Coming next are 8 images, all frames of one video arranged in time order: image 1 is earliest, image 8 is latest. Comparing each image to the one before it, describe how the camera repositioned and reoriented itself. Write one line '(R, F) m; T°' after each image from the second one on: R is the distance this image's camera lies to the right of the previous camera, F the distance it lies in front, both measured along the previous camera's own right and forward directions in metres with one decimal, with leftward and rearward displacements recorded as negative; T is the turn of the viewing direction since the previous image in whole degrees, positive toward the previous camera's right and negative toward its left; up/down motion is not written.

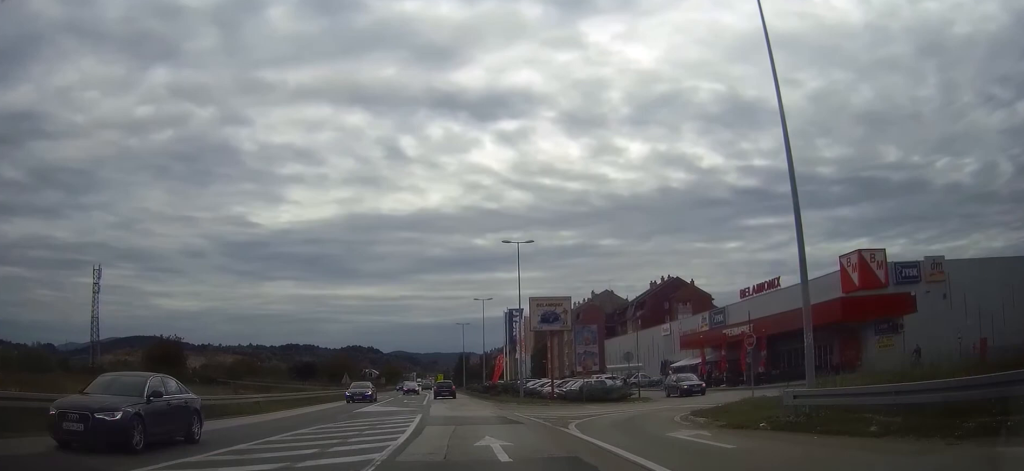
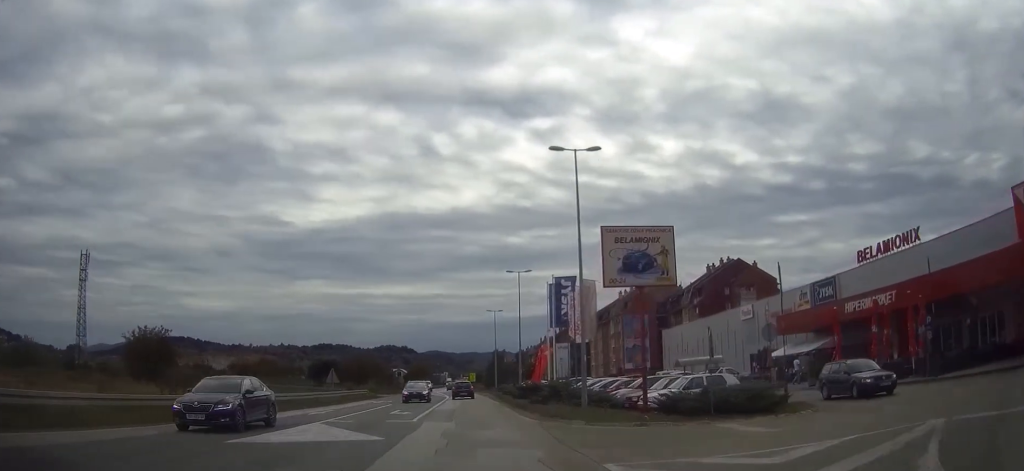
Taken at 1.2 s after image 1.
(-0.4, +18.3) m; -3°
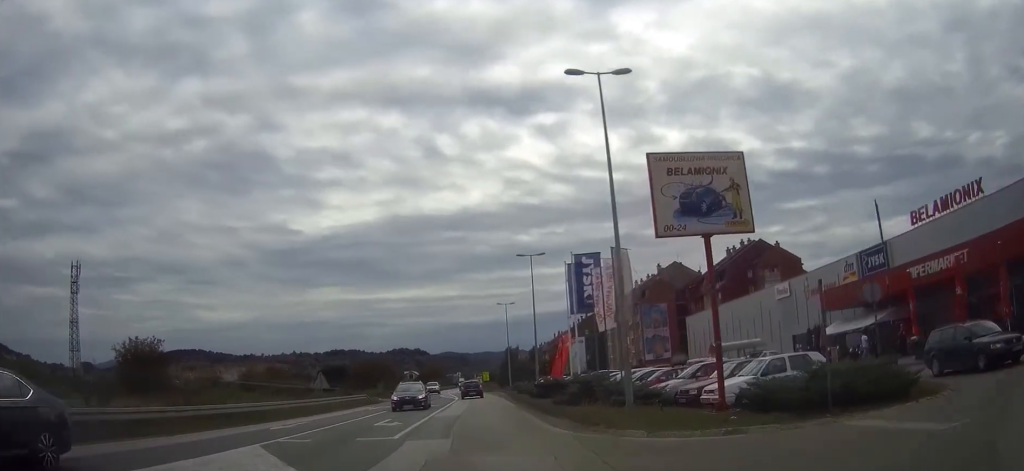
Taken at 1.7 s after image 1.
(-0.1, +6.9) m; -1°
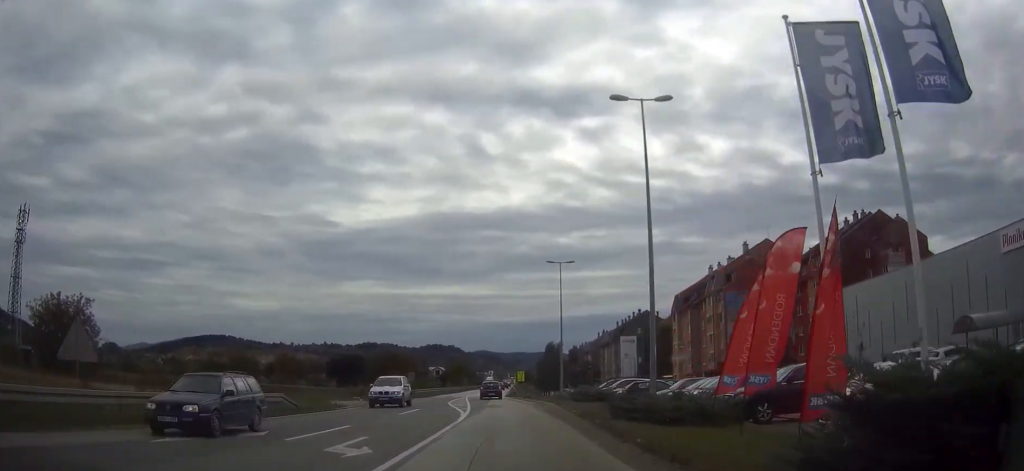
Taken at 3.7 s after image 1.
(-1.2, +29.3) m; -4°
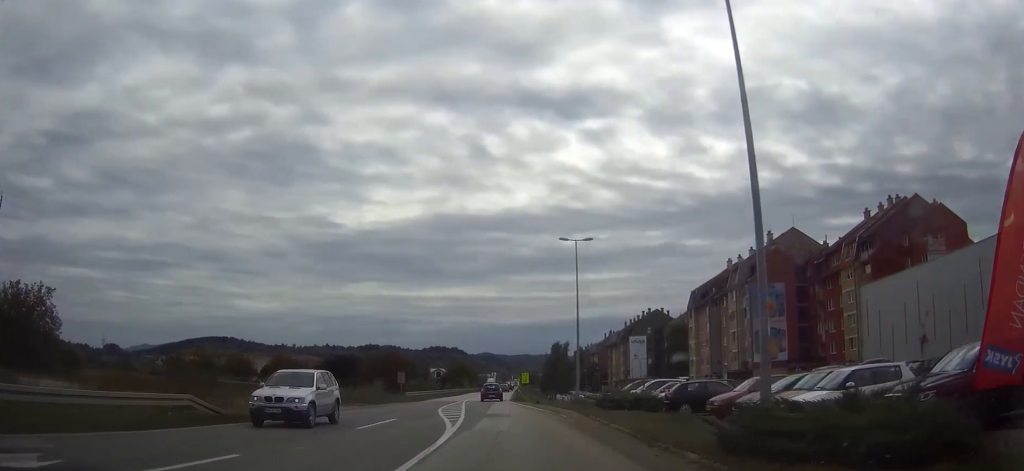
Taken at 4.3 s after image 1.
(-0.1, +9.0) m; 0°
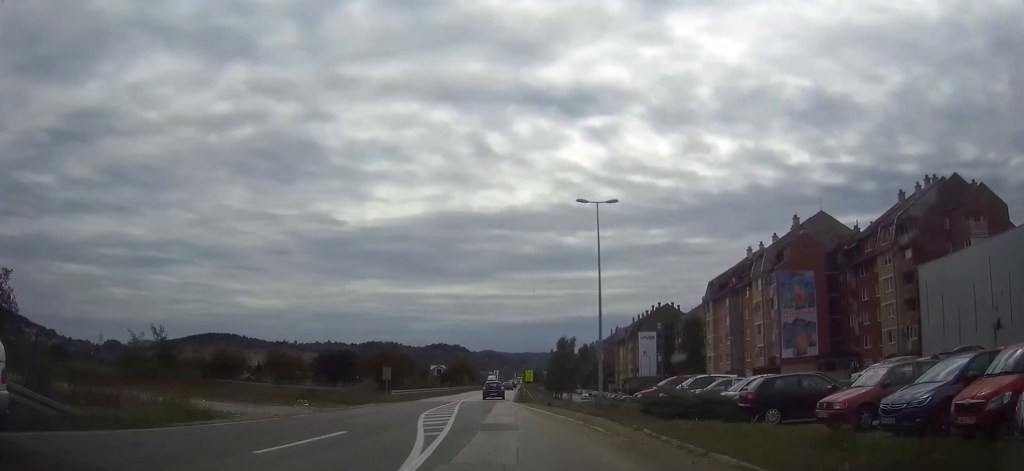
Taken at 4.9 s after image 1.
(0.0, +8.7) m; 0°
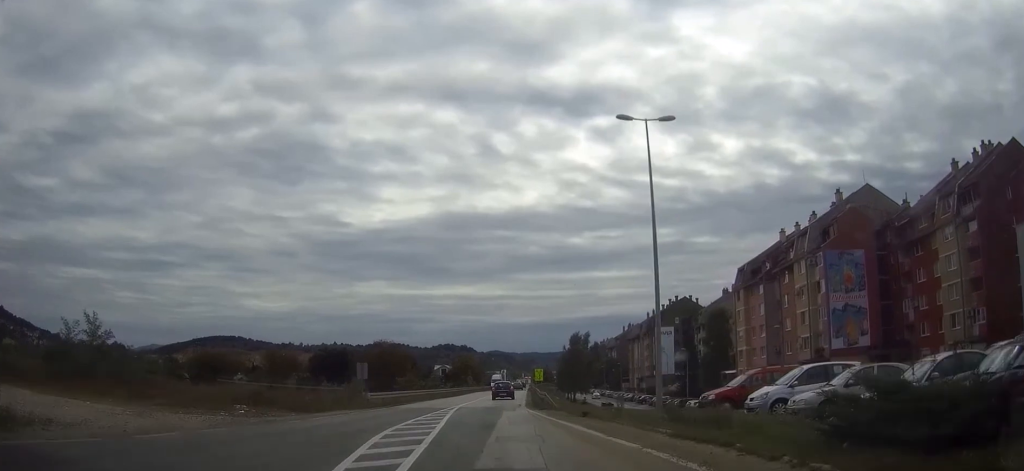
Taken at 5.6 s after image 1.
(0.0, +11.3) m; 0°
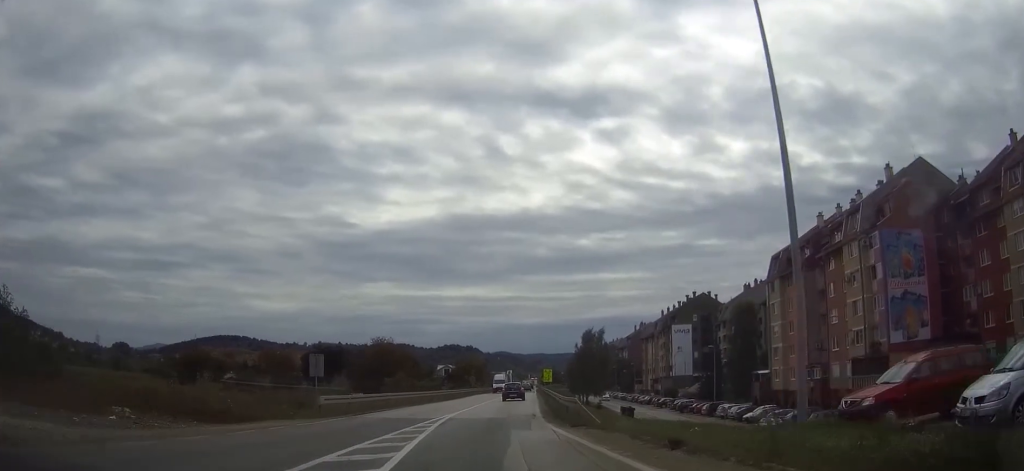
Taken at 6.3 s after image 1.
(-0.1, +10.9) m; 0°
